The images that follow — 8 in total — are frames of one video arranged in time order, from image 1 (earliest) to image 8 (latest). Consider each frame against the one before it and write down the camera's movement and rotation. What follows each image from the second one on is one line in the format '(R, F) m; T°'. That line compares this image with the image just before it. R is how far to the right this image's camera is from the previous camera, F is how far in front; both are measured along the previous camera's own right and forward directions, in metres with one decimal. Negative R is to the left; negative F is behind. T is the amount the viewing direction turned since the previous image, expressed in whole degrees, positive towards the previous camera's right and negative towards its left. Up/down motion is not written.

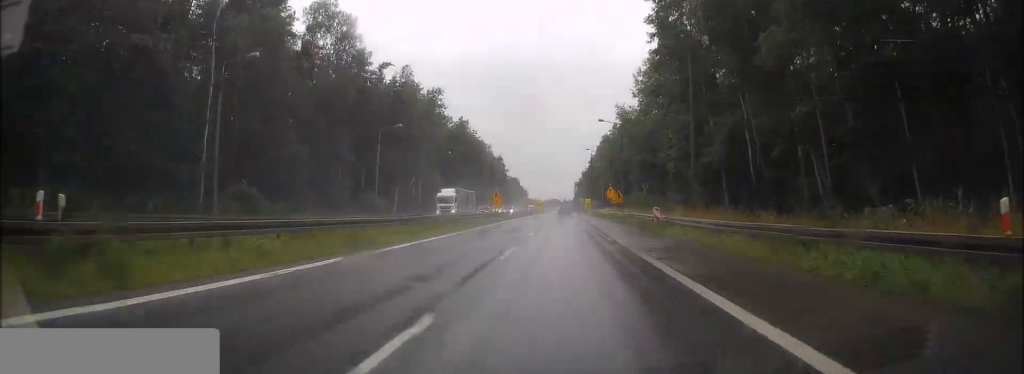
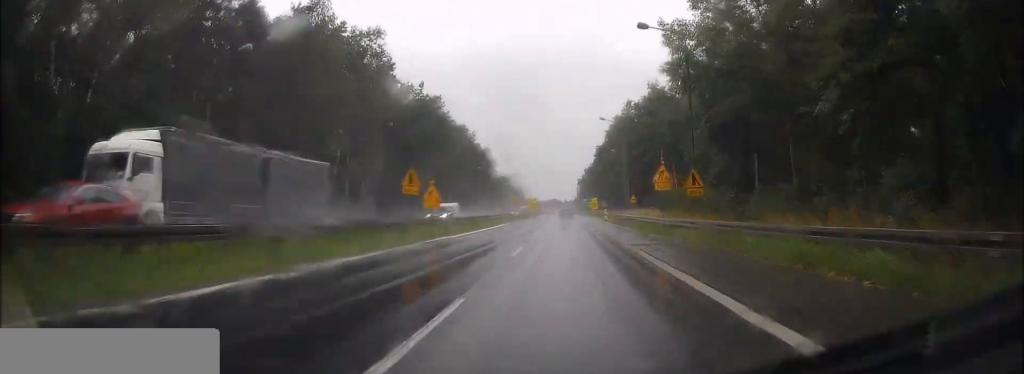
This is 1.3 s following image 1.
(-0.3, +34.0) m; 0°
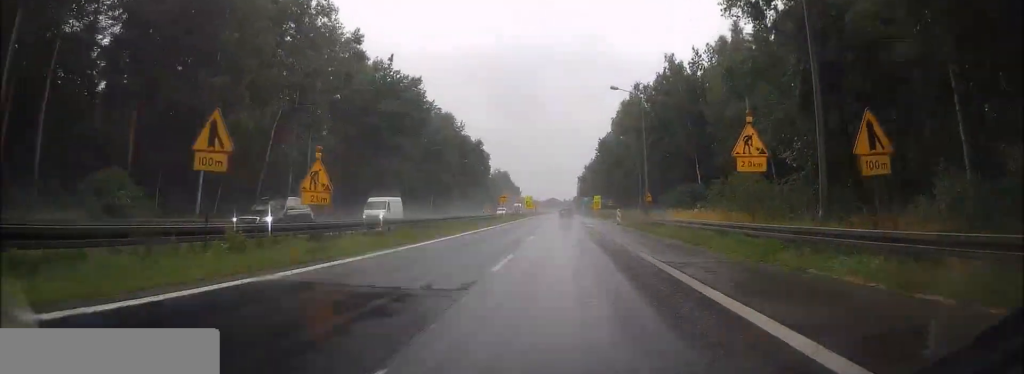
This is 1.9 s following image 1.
(+0.1, +15.6) m; 0°
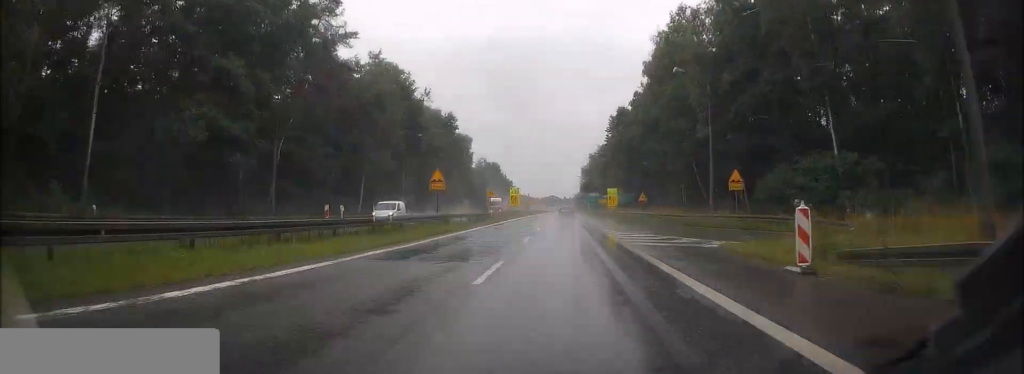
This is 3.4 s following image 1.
(-0.1, +37.9) m; 0°
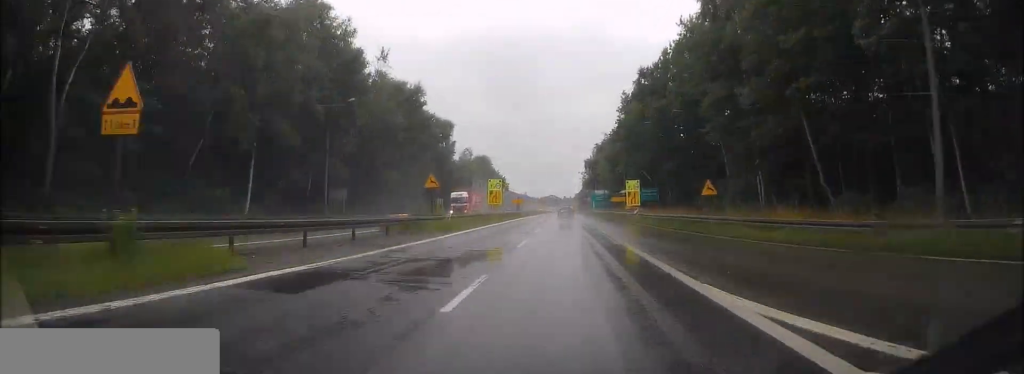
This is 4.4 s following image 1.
(+0.2, +26.4) m; 0°
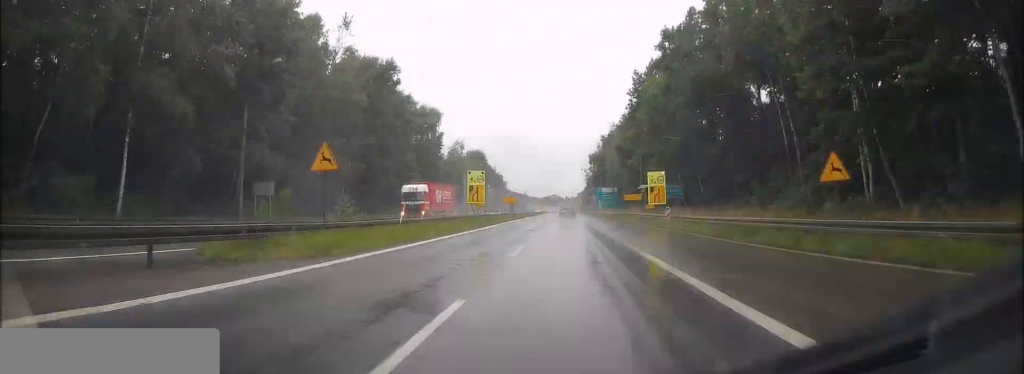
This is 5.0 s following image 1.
(+0.1, +15.2) m; 0°
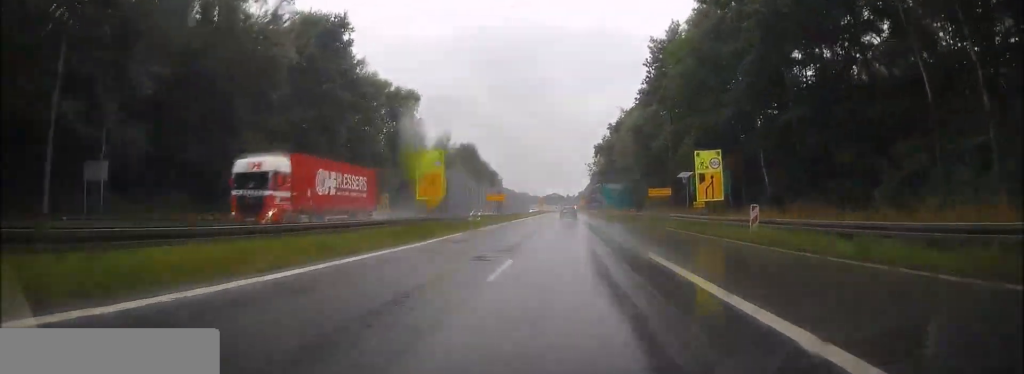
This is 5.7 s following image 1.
(0.0, +17.4) m; 0°
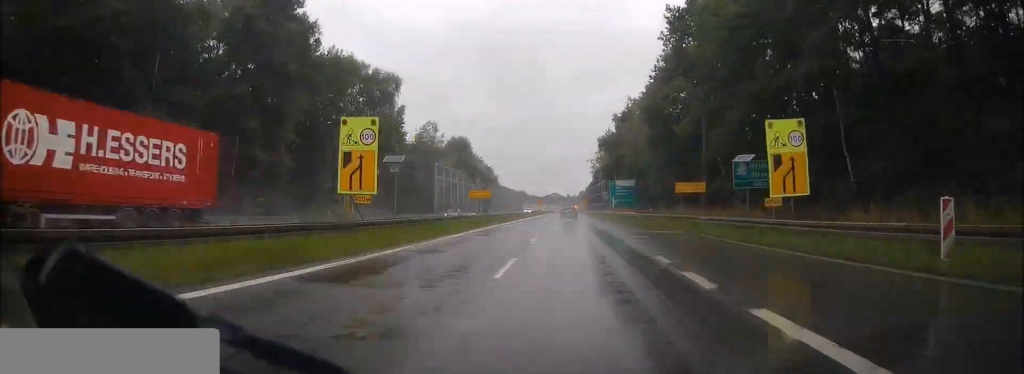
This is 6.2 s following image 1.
(-0.1, +11.6) m; 0°
